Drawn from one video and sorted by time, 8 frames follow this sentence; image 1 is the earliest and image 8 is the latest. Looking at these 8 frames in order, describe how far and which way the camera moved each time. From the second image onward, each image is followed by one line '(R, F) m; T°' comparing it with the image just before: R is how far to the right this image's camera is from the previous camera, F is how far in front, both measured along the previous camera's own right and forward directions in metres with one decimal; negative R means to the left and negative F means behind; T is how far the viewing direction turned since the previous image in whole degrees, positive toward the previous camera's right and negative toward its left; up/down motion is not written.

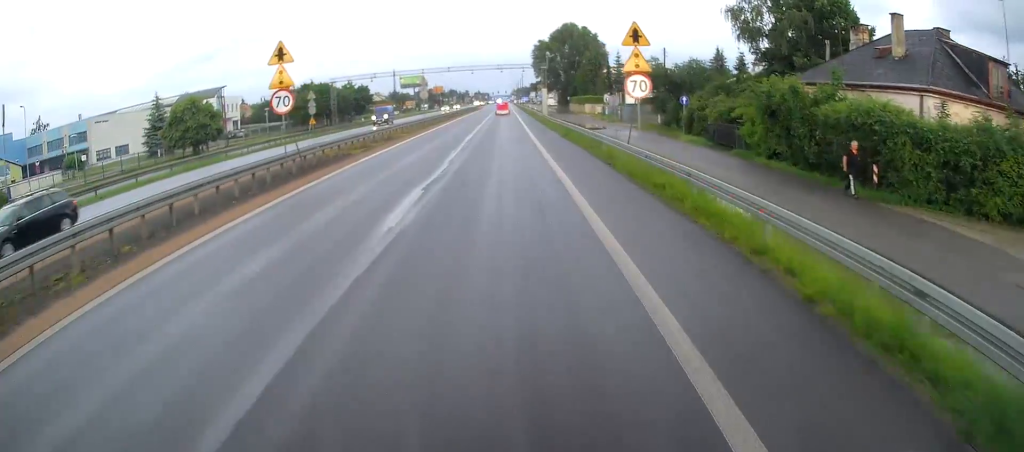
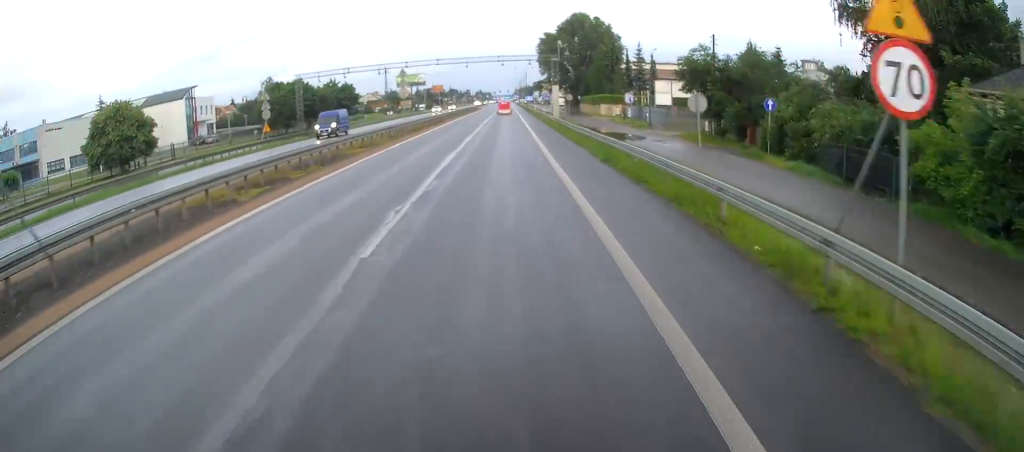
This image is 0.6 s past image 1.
(0.0, +14.2) m; -1°
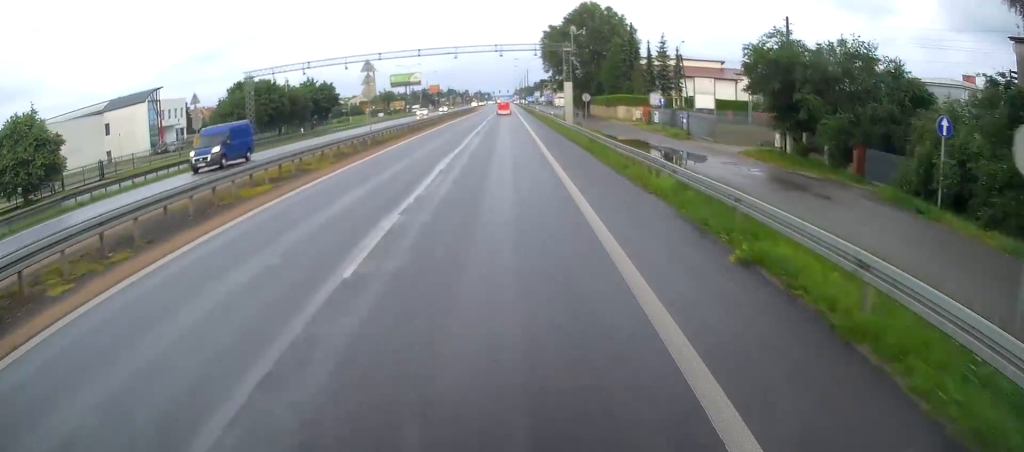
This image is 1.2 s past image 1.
(0.0, +13.0) m; 0°
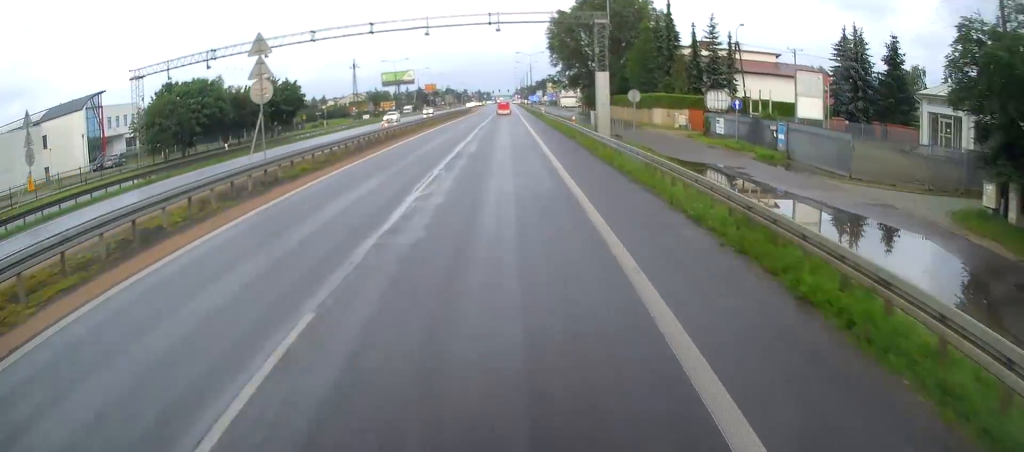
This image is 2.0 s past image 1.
(-0.3, +17.4) m; 0°
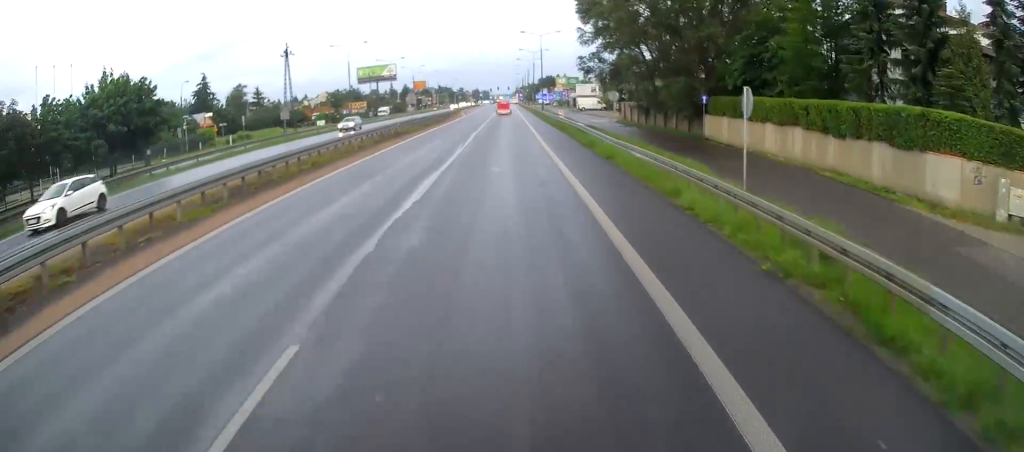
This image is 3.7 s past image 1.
(+0.3, +36.8) m; 0°
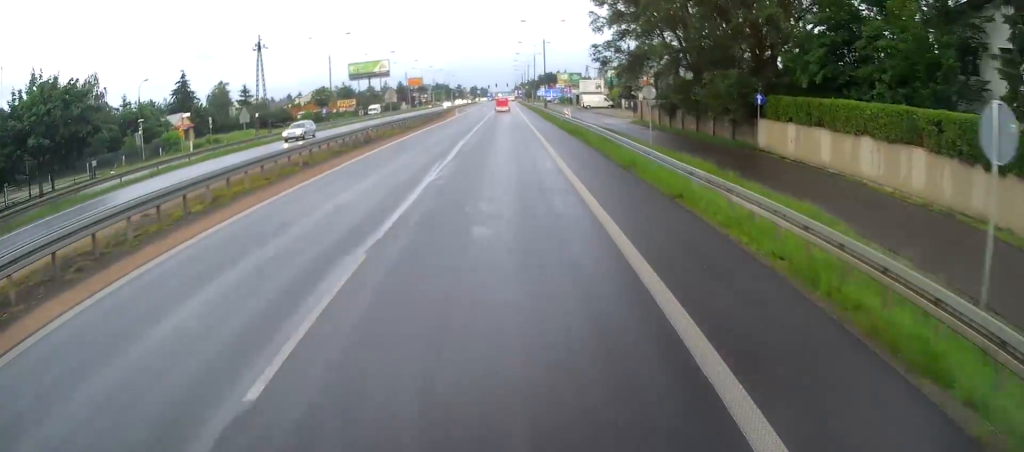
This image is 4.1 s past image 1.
(-0.1, +9.1) m; 0°
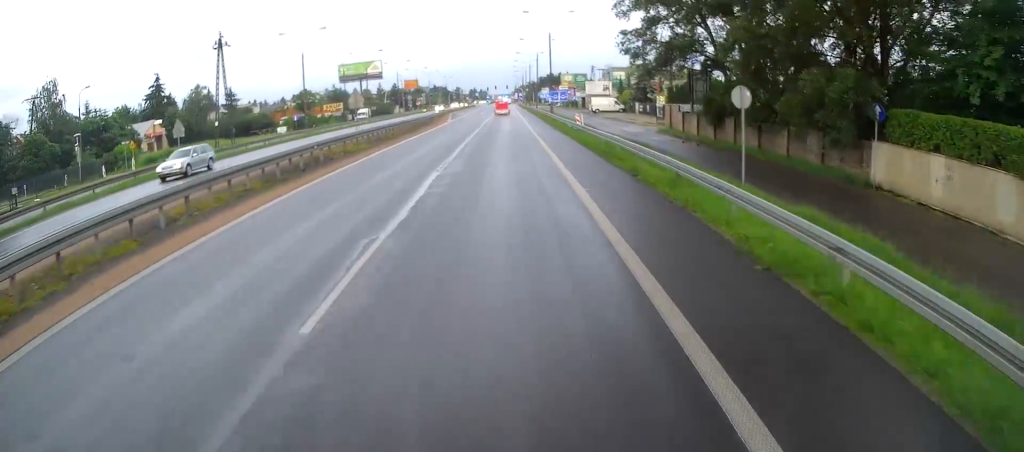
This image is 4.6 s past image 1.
(+0.1, +10.6) m; 0°
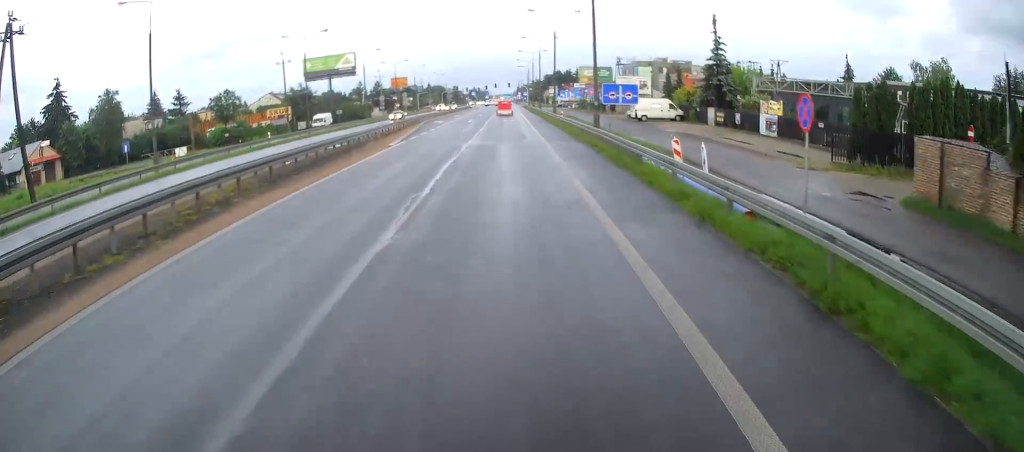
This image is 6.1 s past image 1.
(-0.3, +31.8) m; +1°
